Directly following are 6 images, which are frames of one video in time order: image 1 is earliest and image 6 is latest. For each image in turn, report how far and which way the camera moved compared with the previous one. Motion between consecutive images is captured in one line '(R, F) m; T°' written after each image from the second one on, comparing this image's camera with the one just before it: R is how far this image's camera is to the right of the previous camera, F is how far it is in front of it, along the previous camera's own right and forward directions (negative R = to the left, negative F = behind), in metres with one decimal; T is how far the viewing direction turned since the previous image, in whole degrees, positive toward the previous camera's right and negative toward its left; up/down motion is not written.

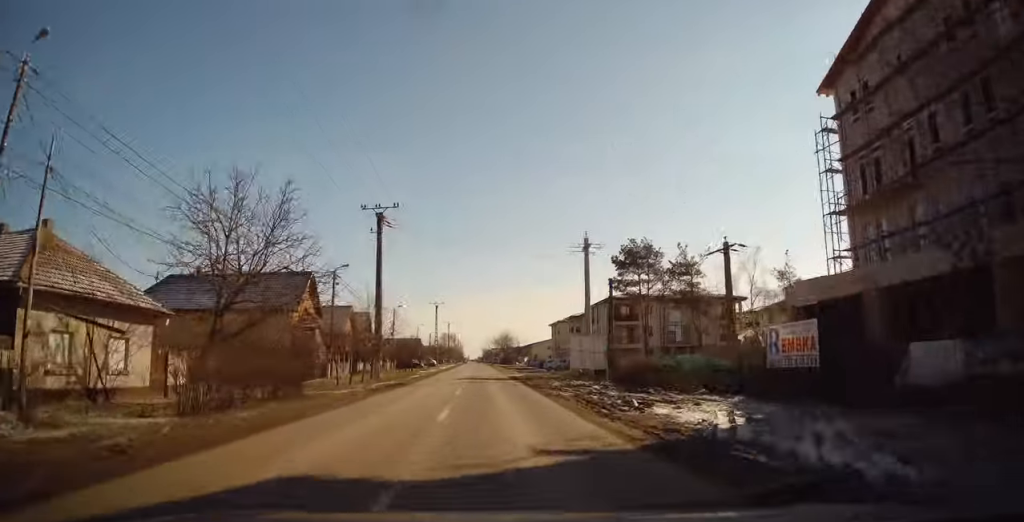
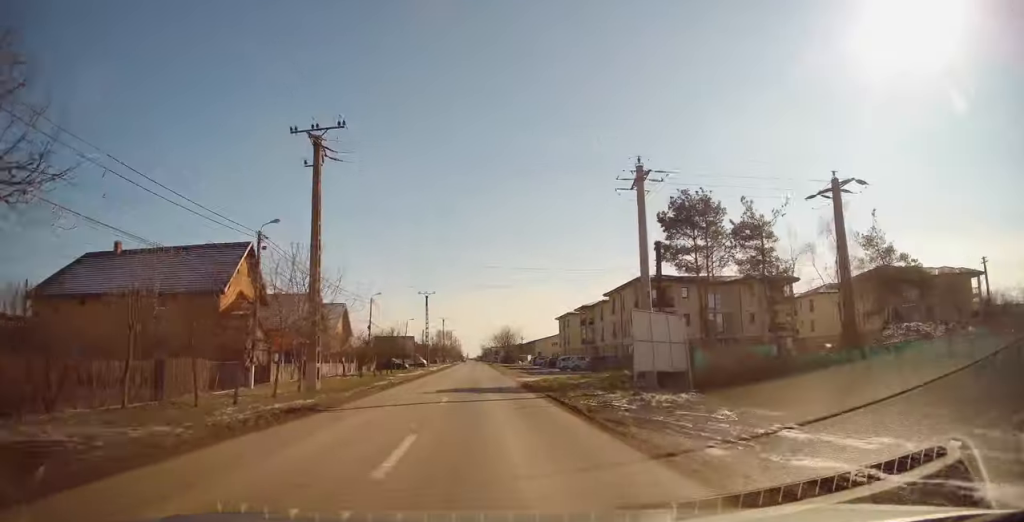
(+0.2, +13.9) m; 0°
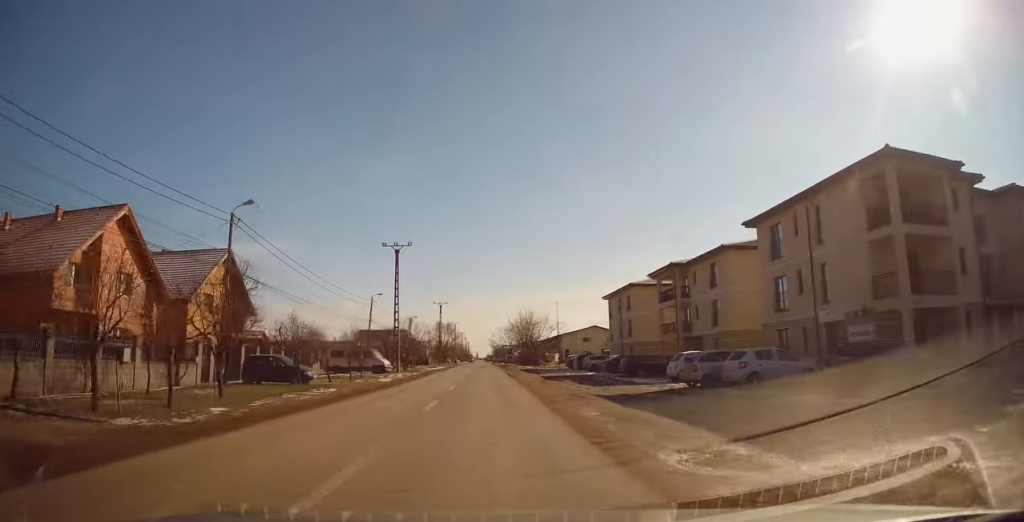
(-0.6, +35.3) m; -2°
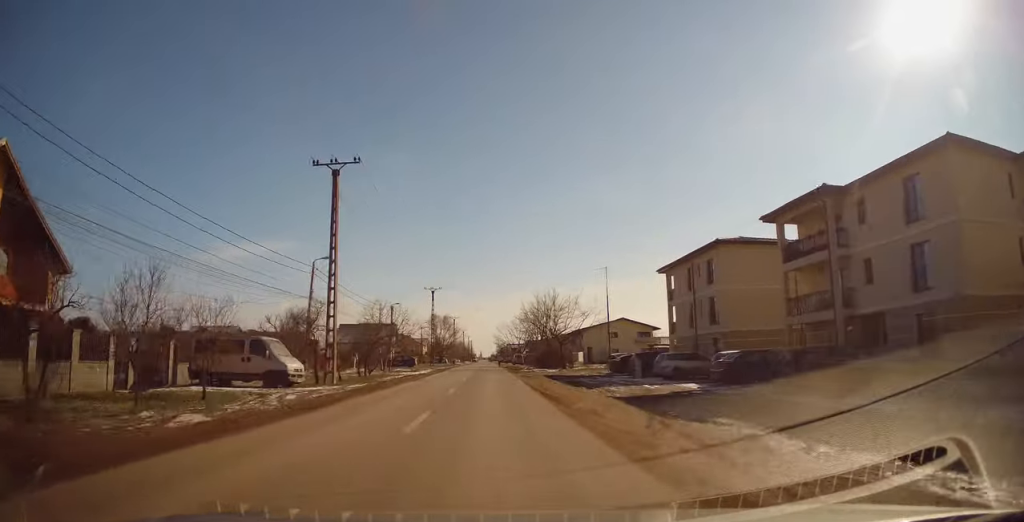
(-0.1, +21.7) m; -1°
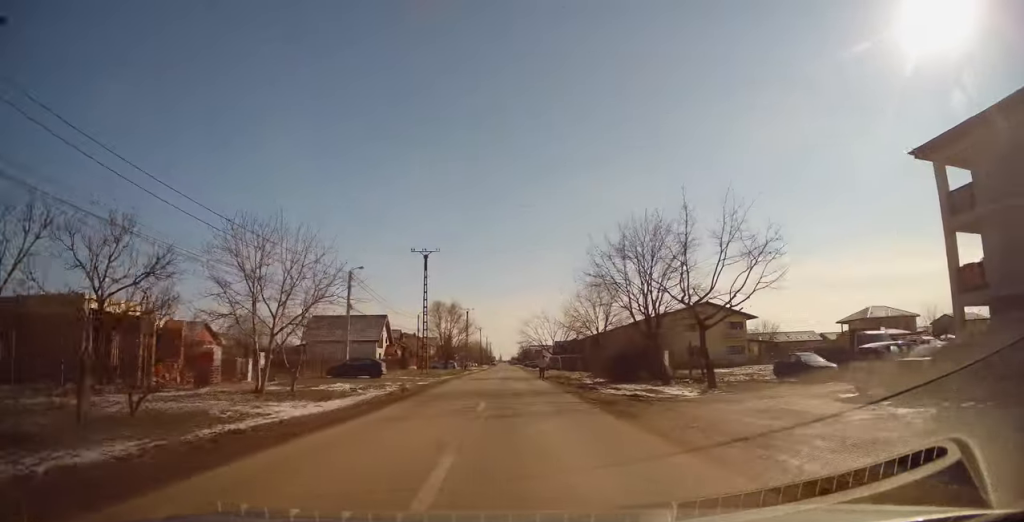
(-0.5, +31.3) m; 0°
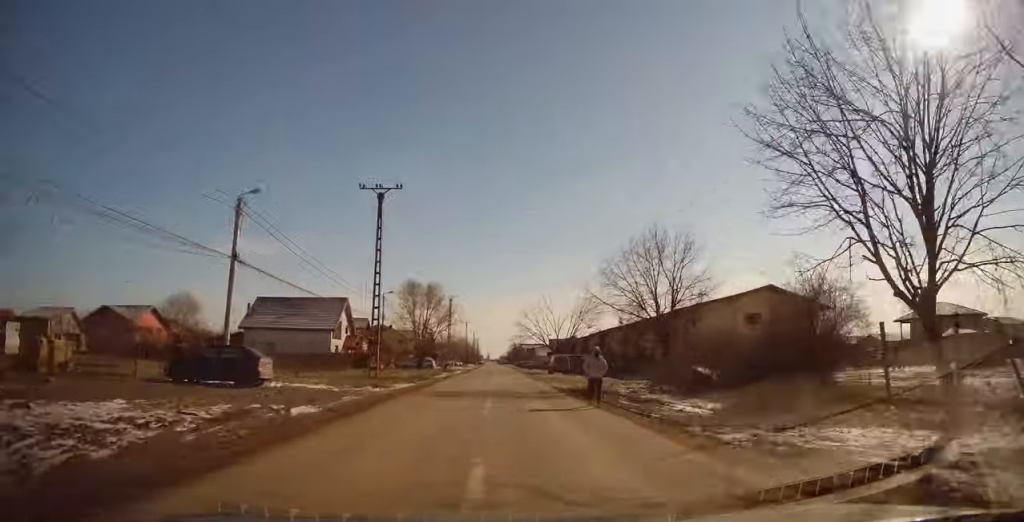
(0.0, +18.3) m; +1°
